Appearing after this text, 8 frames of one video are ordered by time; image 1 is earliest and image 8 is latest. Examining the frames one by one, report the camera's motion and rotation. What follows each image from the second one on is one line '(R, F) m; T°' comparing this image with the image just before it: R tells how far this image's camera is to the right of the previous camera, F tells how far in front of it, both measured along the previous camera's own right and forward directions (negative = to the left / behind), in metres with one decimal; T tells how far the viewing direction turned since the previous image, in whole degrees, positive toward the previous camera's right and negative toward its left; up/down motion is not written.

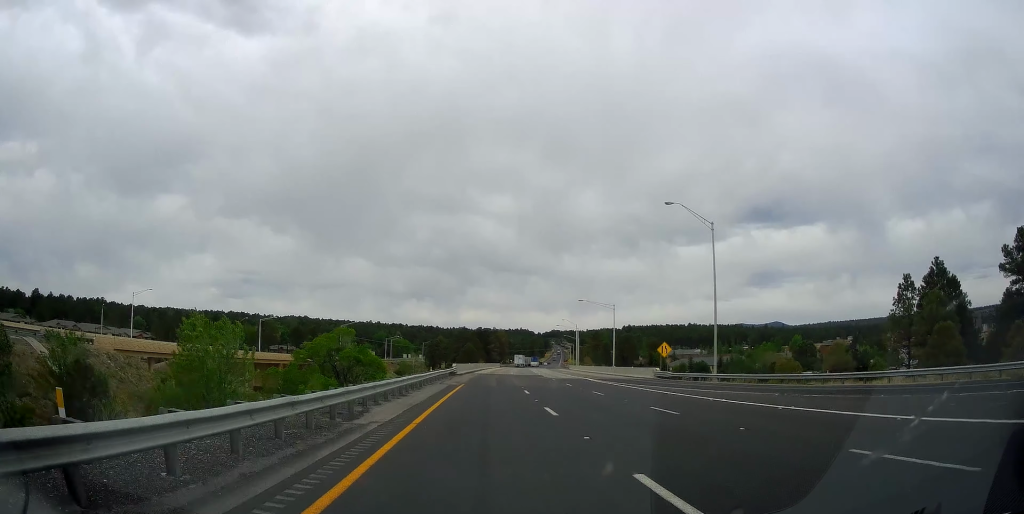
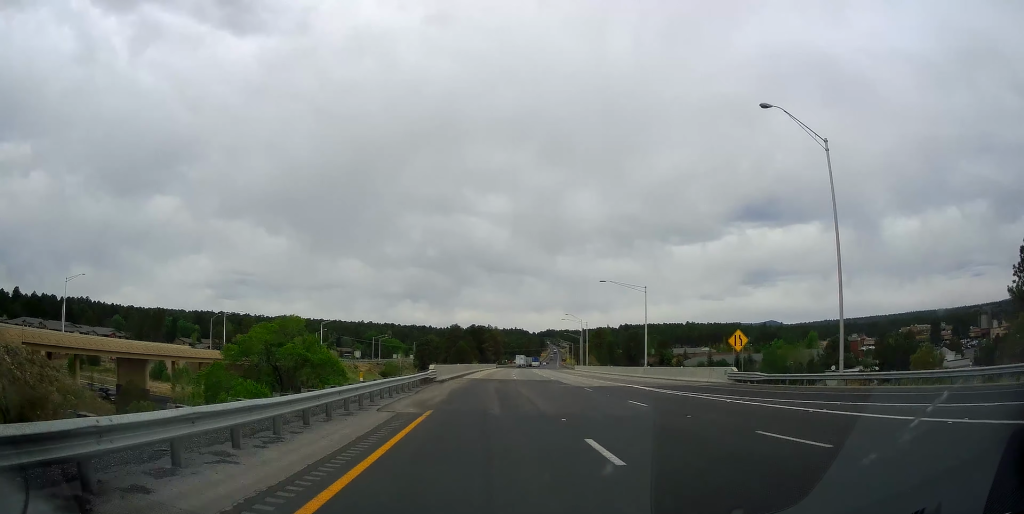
(+0.3, +20.8) m; +1°
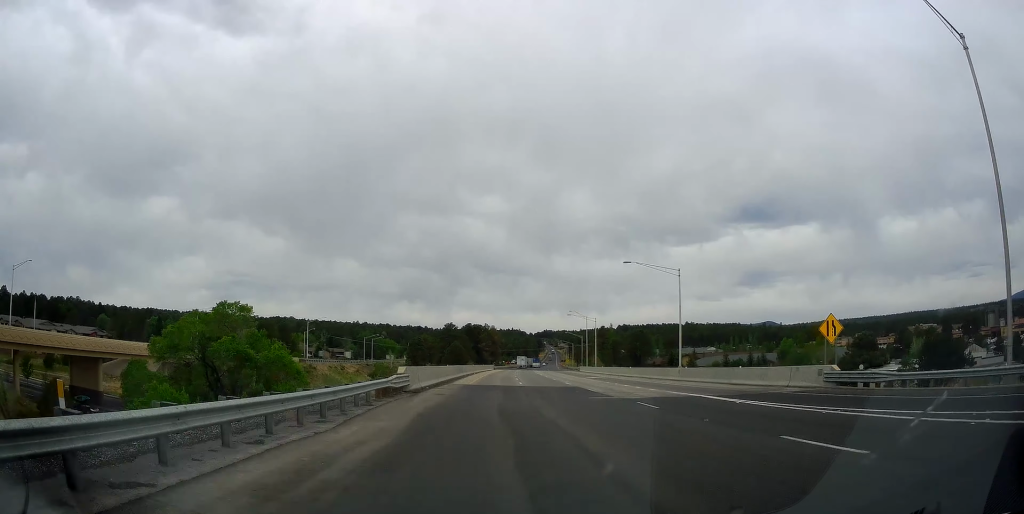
(+0.1, +13.5) m; 0°
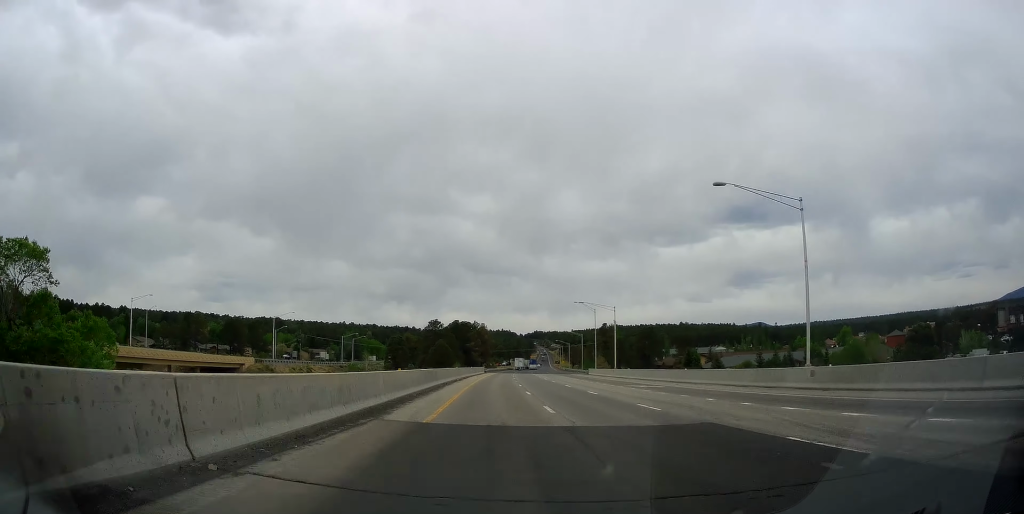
(+0.1, +24.8) m; +1°
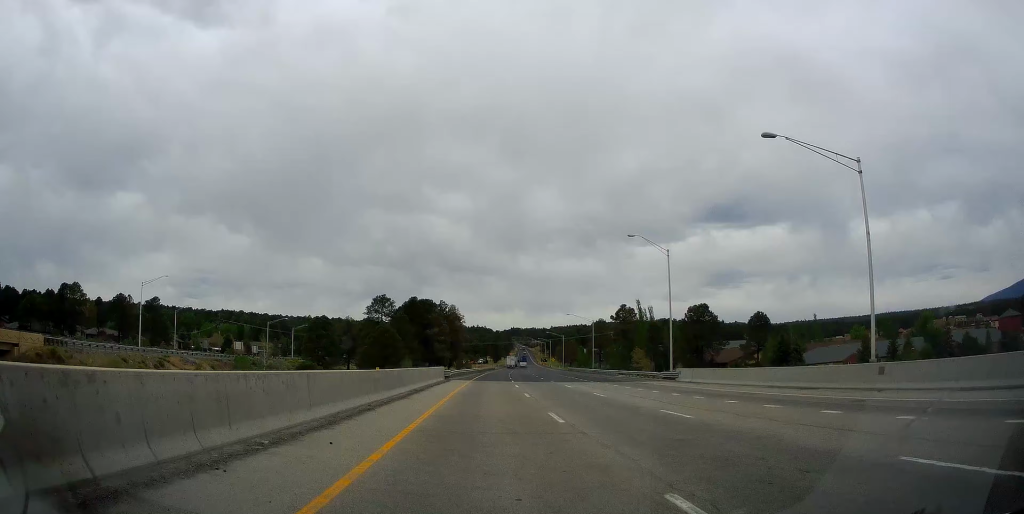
(+1.1, +64.6) m; +2°
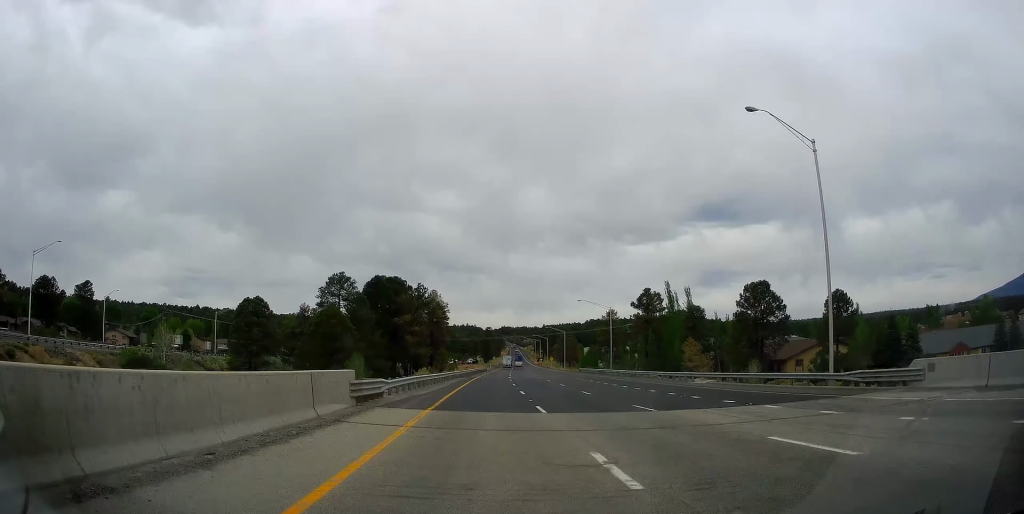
(+0.2, +33.0) m; +1°
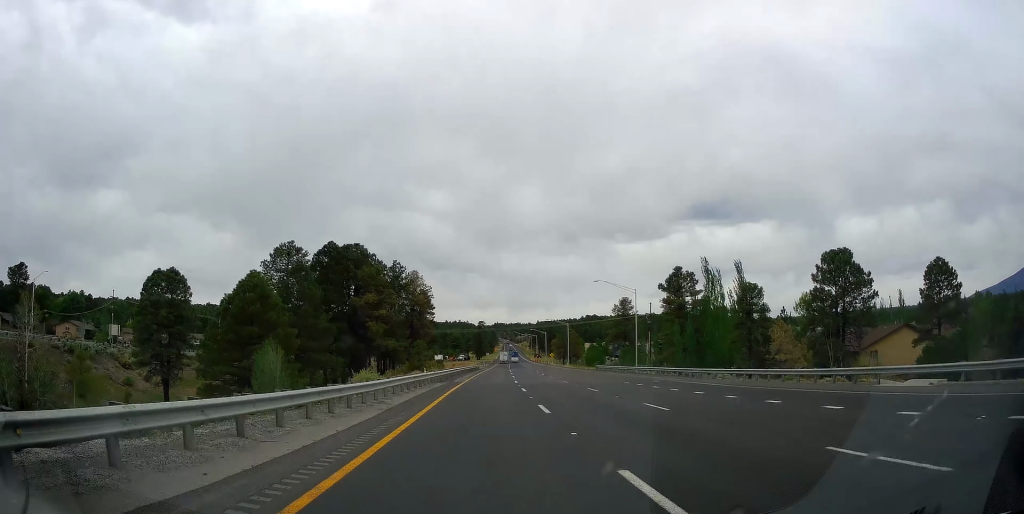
(+0.1, +25.8) m; +1°
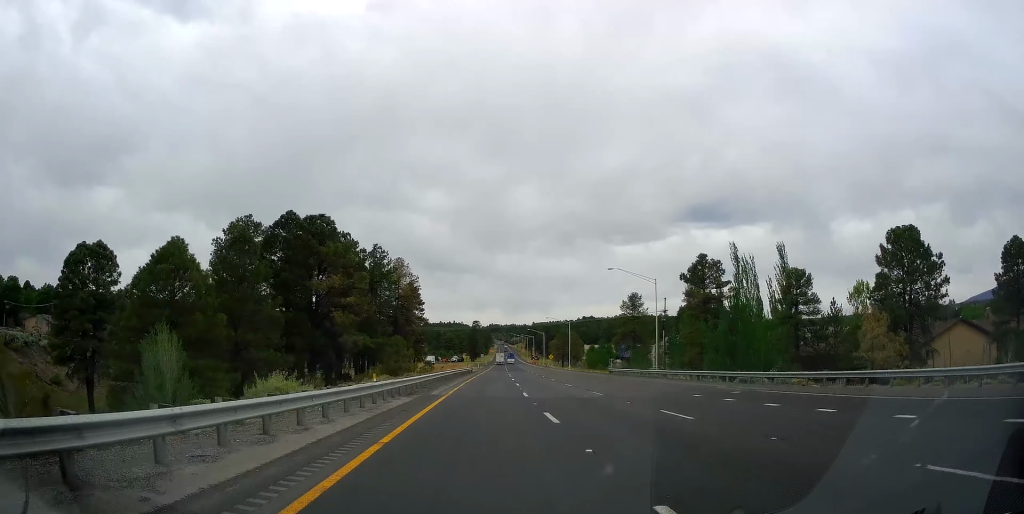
(+0.2, +14.5) m; 0°
